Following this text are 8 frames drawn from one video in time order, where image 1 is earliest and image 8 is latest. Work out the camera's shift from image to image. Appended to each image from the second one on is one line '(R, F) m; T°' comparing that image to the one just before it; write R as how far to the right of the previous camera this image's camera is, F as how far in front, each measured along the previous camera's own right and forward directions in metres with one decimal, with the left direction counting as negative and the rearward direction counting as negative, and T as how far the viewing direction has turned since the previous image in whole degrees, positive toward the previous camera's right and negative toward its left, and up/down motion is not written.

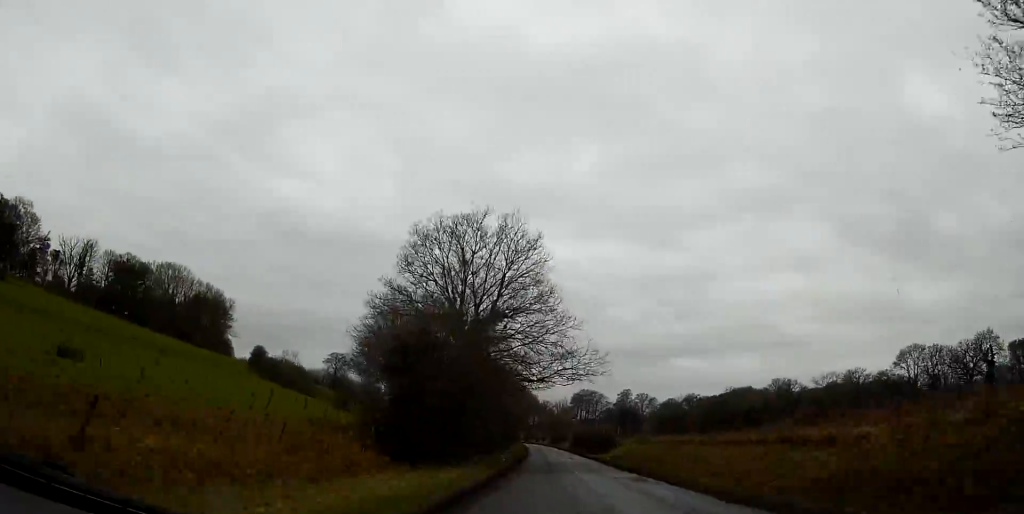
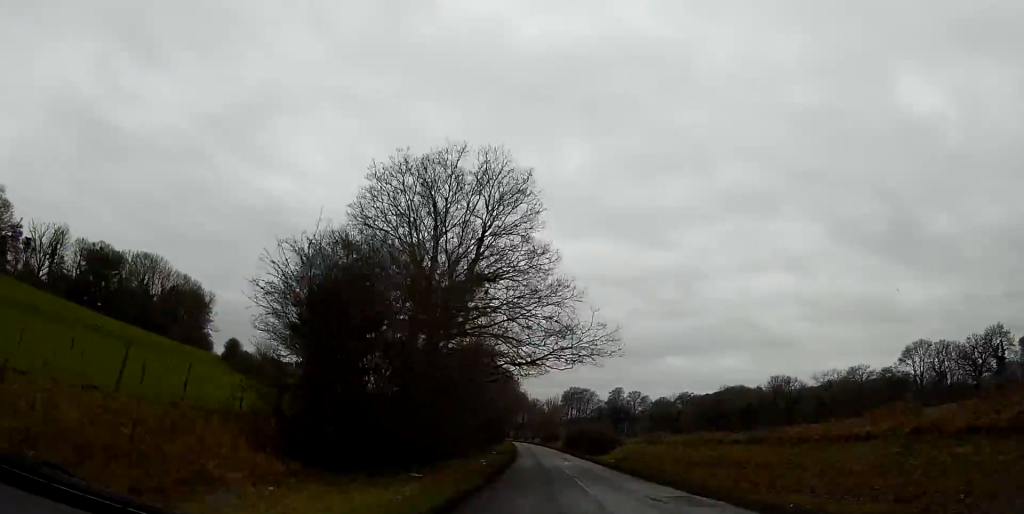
(+0.1, +8.4) m; +1°
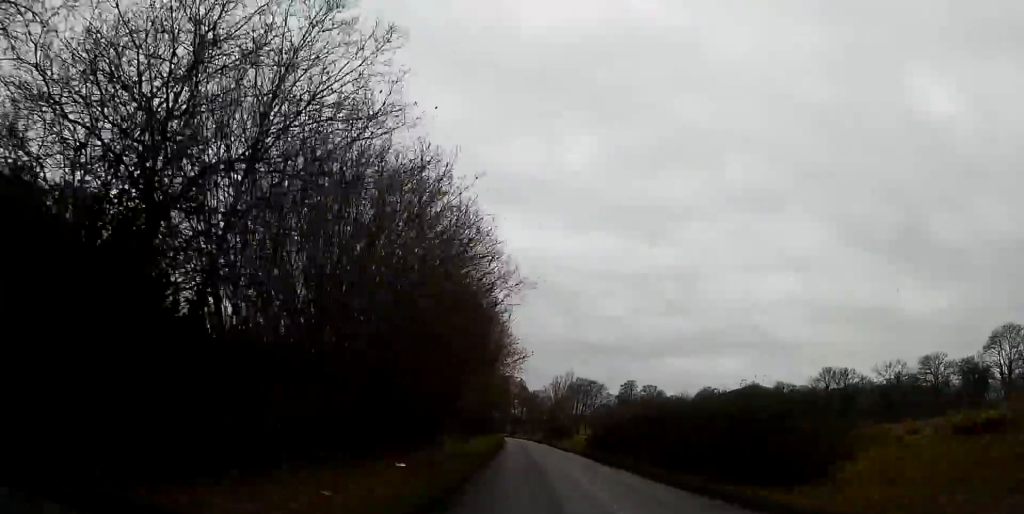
(+1.0, +38.7) m; +2°
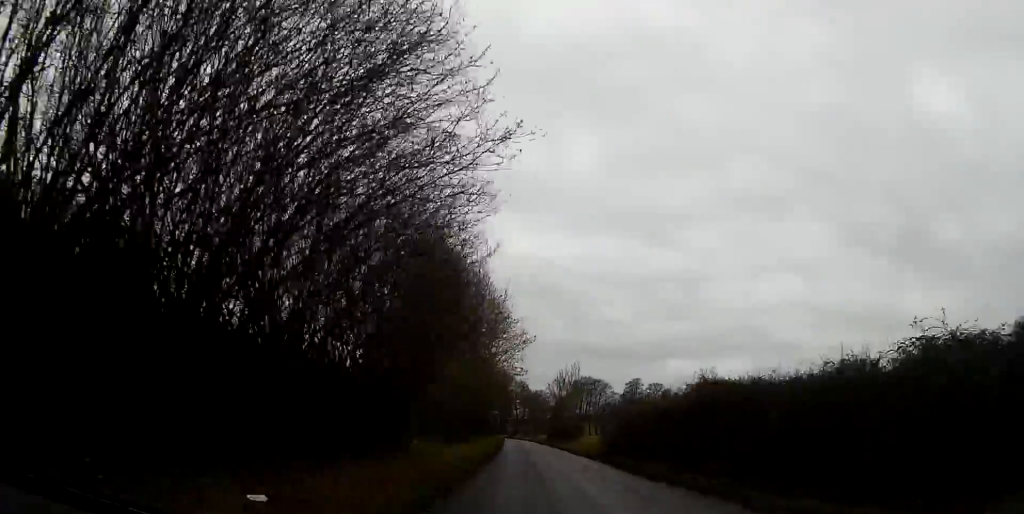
(-0.1, +8.5) m; 0°
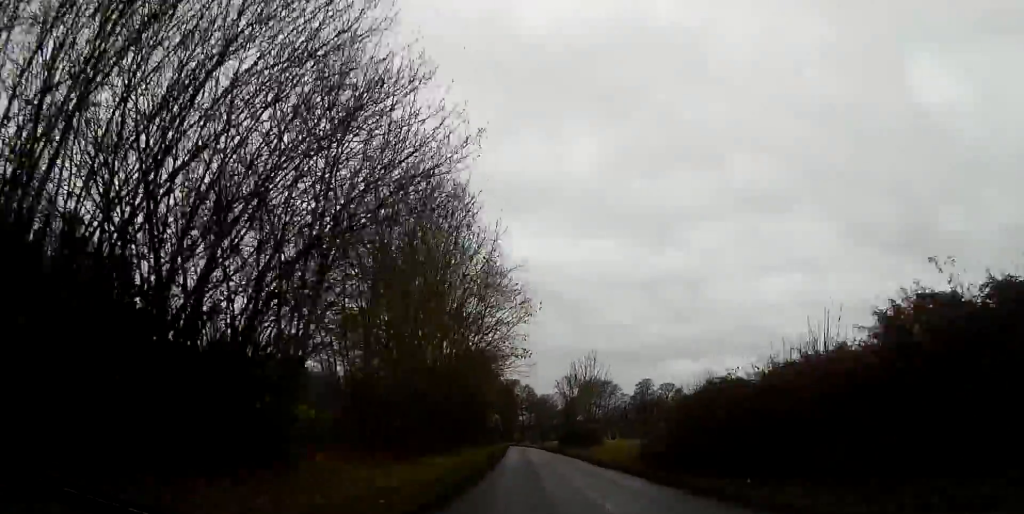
(0.0, +12.2) m; -1°
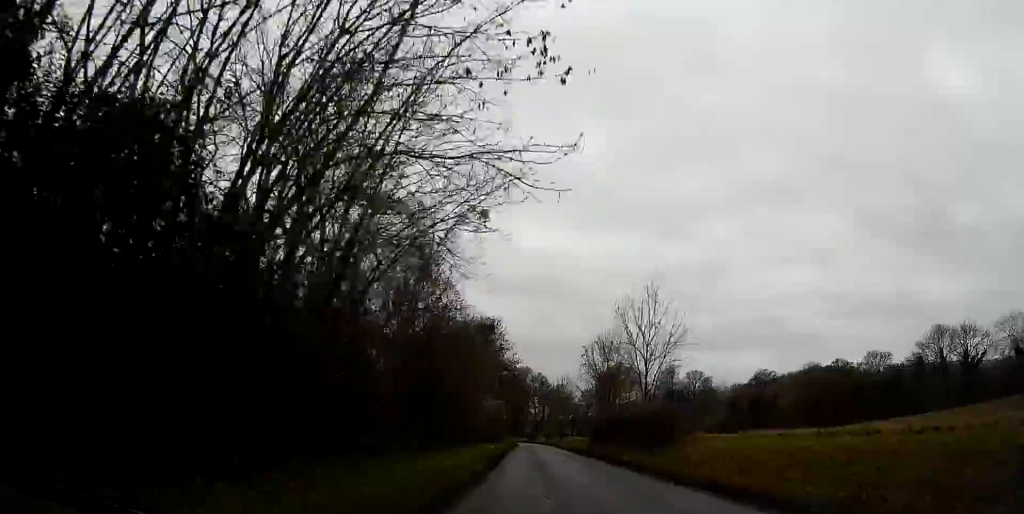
(-0.3, +24.8) m; -2°
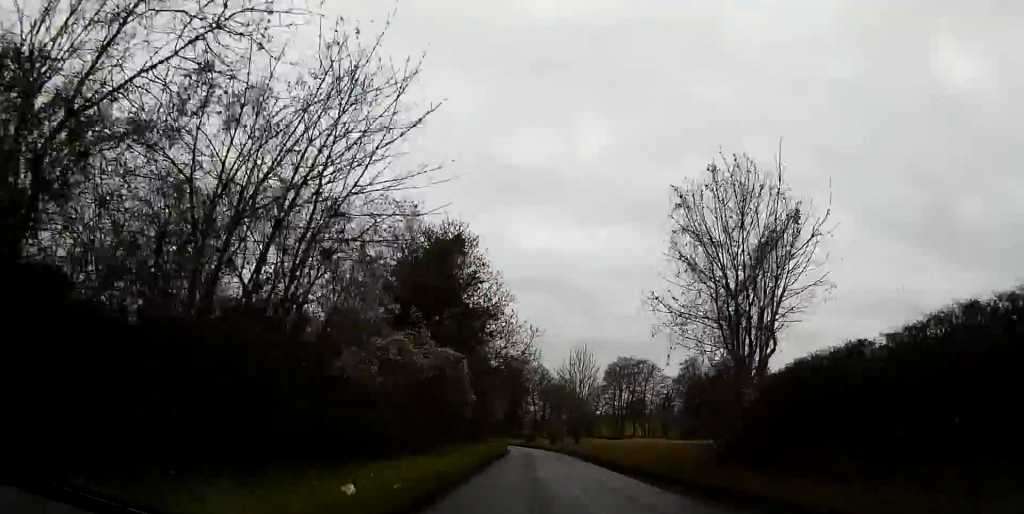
(-0.1, +35.9) m; +1°
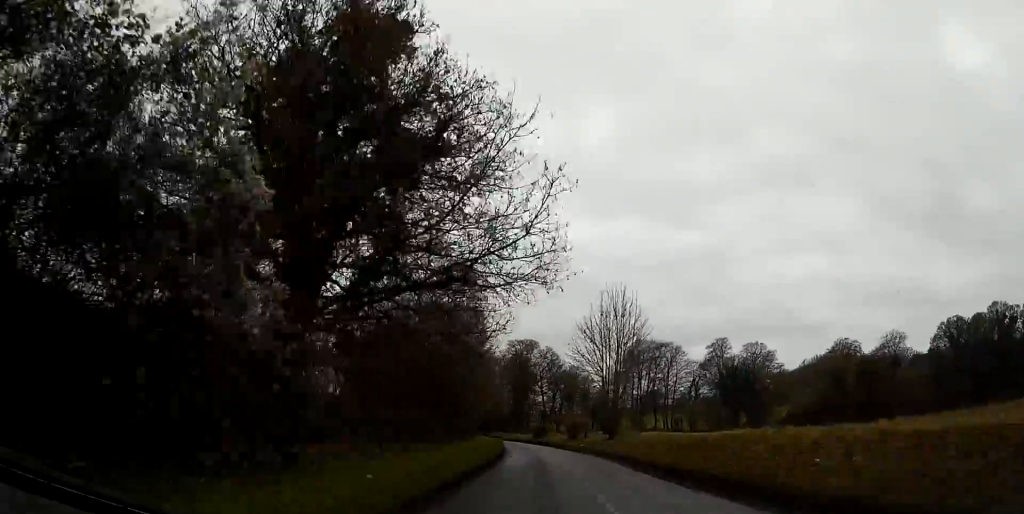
(-0.1, +23.6) m; -1°
